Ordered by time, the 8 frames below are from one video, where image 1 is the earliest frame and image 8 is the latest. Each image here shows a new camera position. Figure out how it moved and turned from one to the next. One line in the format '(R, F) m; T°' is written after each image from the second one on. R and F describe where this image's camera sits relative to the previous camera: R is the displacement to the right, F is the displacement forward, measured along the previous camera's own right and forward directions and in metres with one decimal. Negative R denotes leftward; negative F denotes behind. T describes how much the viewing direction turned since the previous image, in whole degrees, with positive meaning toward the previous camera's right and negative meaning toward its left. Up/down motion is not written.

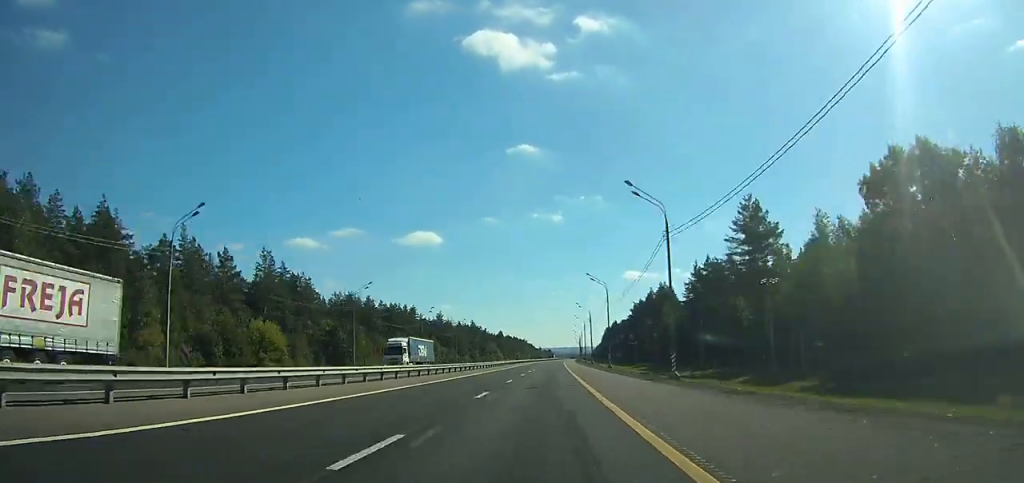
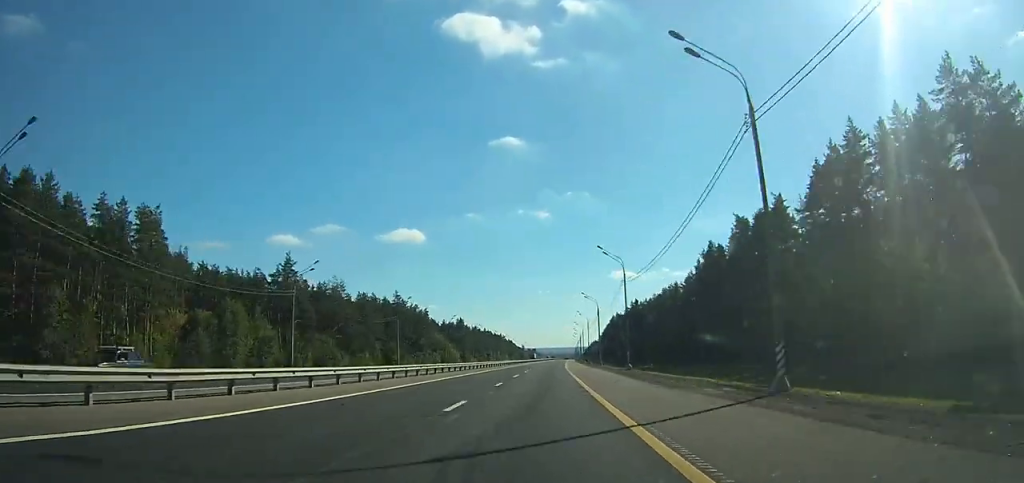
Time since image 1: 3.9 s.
(+2.1, +128.0) m; +1°
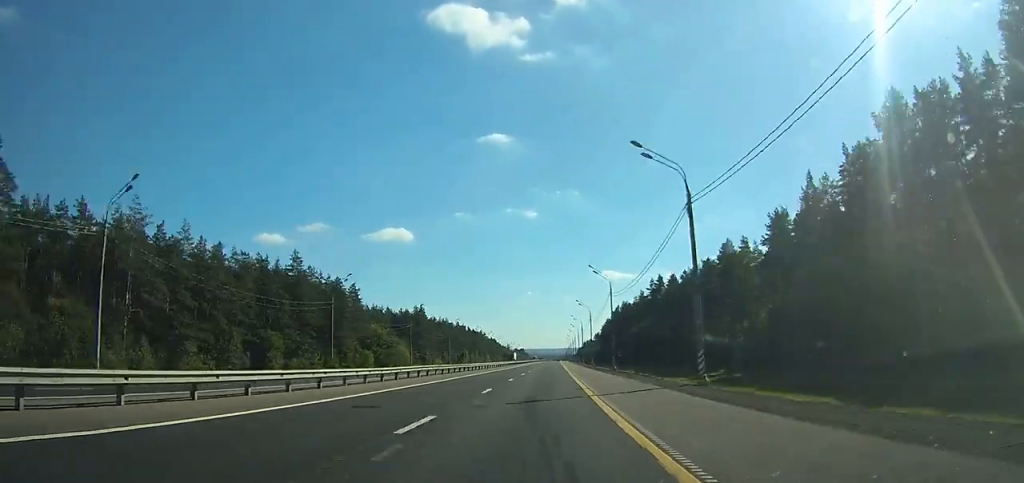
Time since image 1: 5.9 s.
(+0.3, +64.2) m; 0°
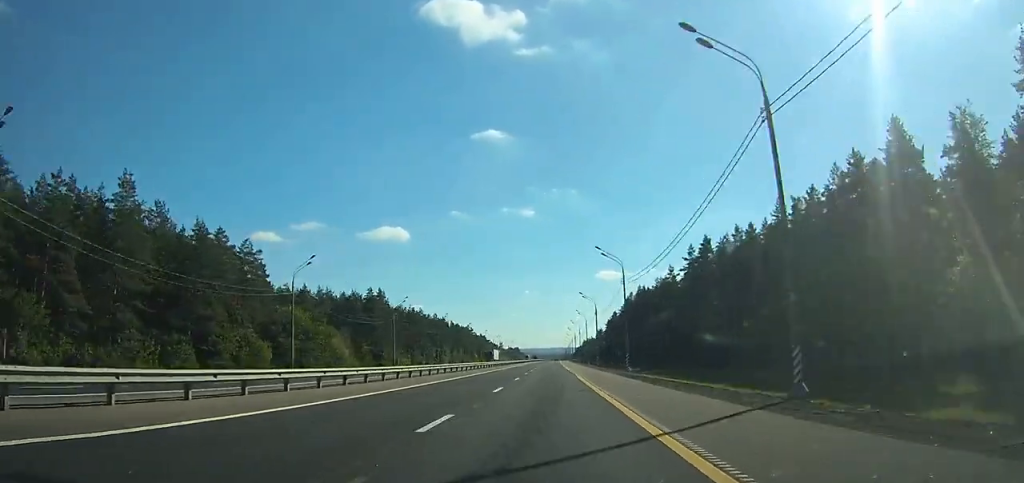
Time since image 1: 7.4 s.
(+0.3, +47.3) m; 0°
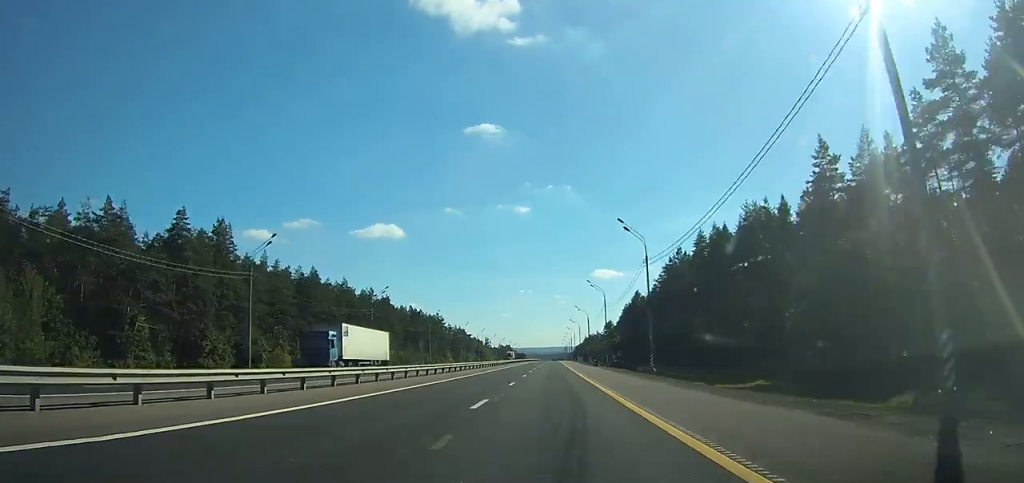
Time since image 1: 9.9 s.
(+0.2, +78.5) m; 0°
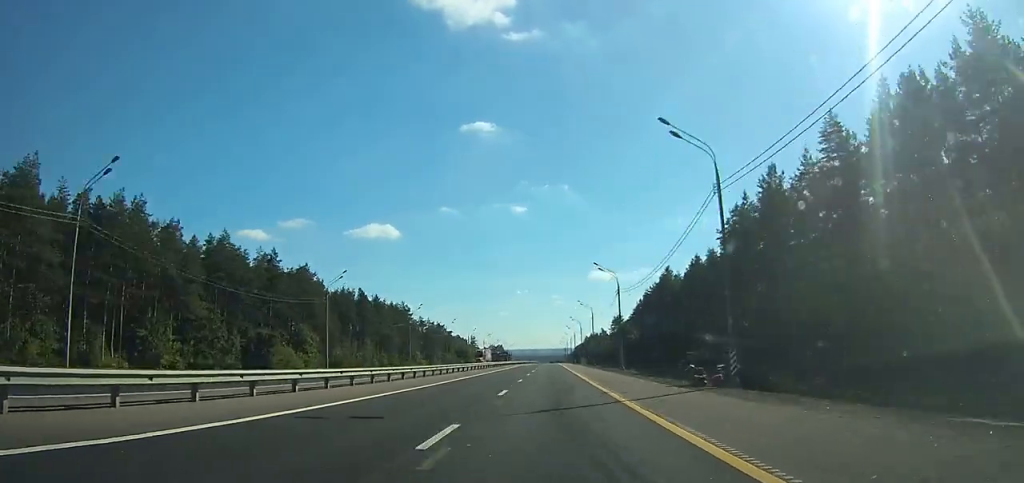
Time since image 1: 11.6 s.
(0.0, +53.8) m; 0°
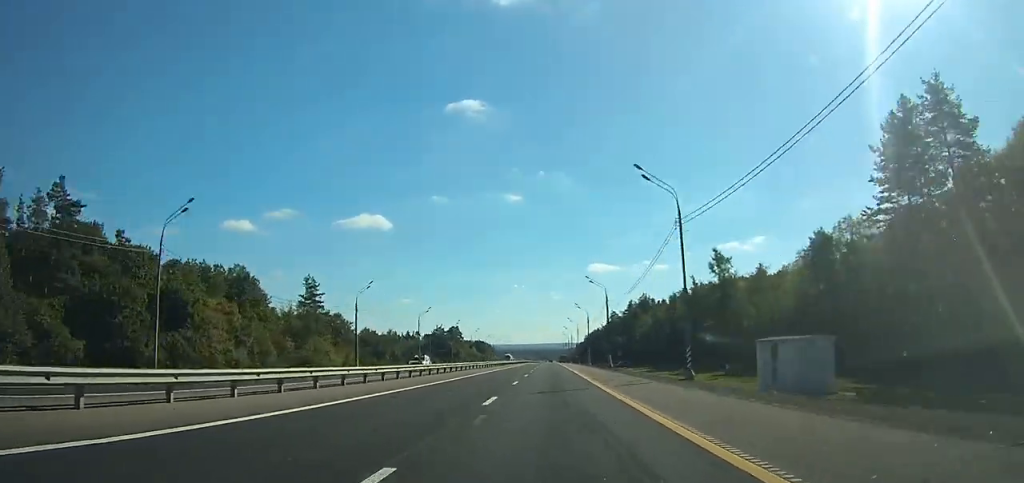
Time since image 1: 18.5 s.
(-0.2, +225.1) m; 0°
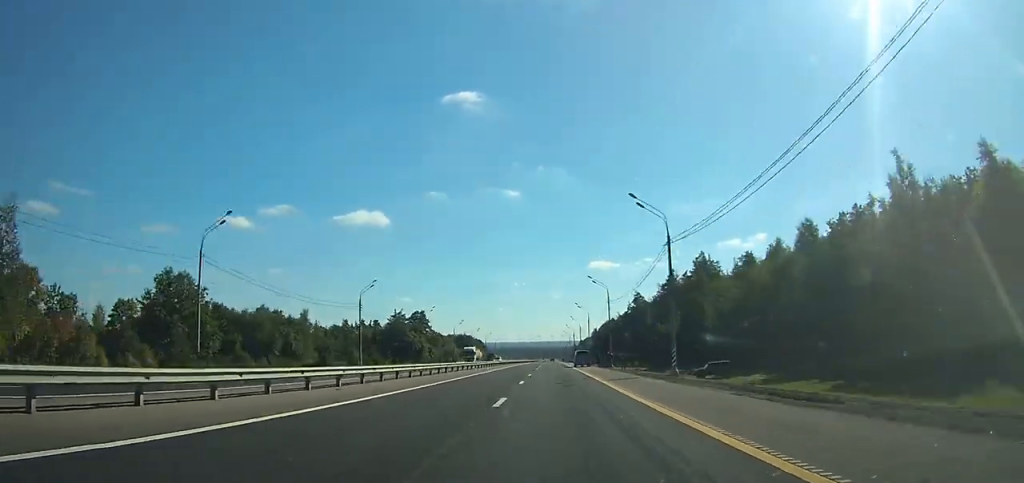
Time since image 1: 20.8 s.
(+0.1, +72.5) m; 0°
